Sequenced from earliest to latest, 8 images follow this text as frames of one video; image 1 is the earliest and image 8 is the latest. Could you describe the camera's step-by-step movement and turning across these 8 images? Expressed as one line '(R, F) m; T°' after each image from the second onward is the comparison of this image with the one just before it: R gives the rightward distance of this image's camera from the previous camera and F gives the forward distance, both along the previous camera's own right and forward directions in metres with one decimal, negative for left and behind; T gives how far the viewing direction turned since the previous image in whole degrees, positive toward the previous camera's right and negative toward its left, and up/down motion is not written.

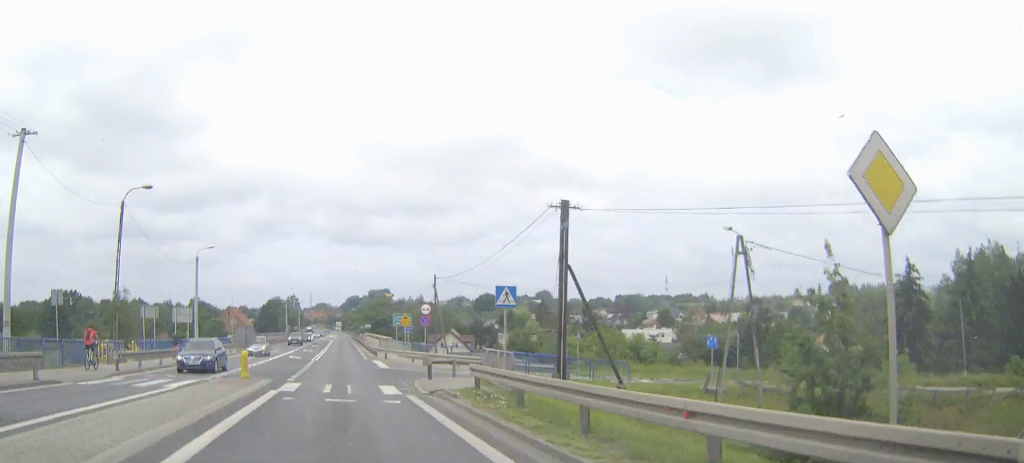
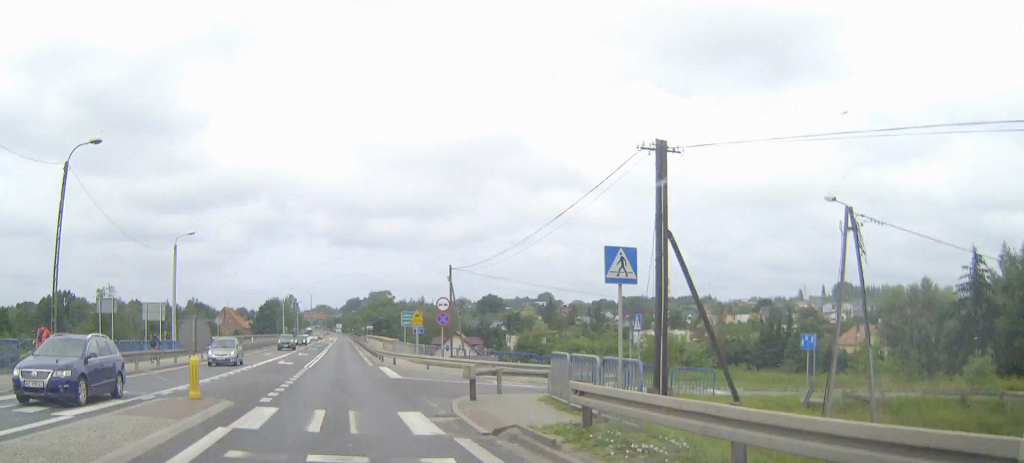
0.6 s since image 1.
(0.0, +8.4) m; 0°
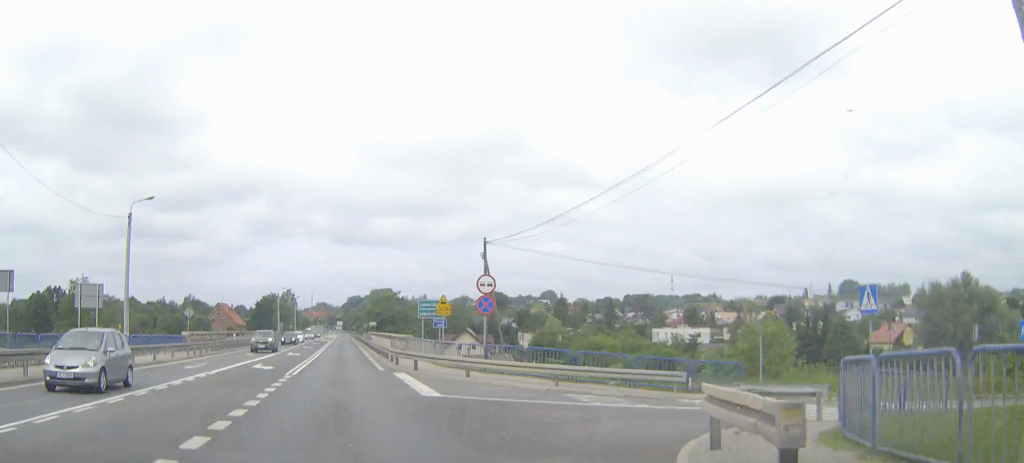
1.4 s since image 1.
(0.0, +12.6) m; 0°
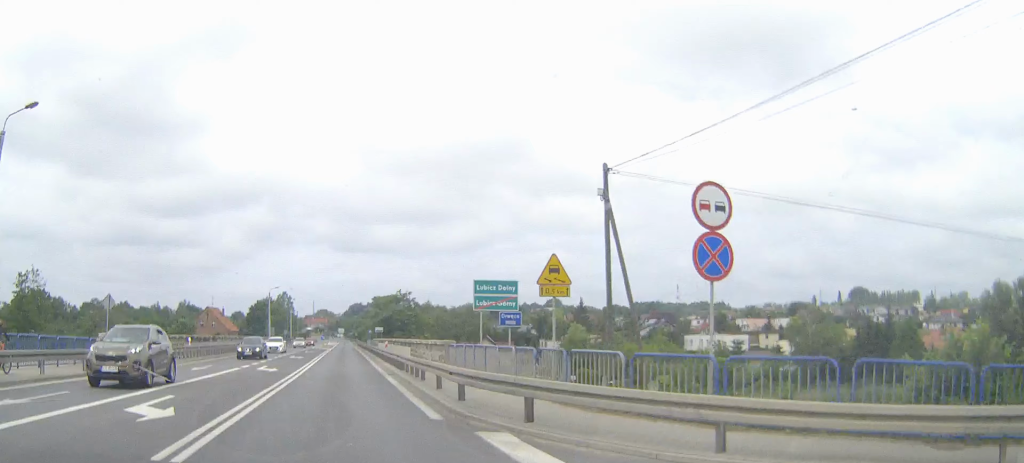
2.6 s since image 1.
(-0.1, +18.5) m; 0°
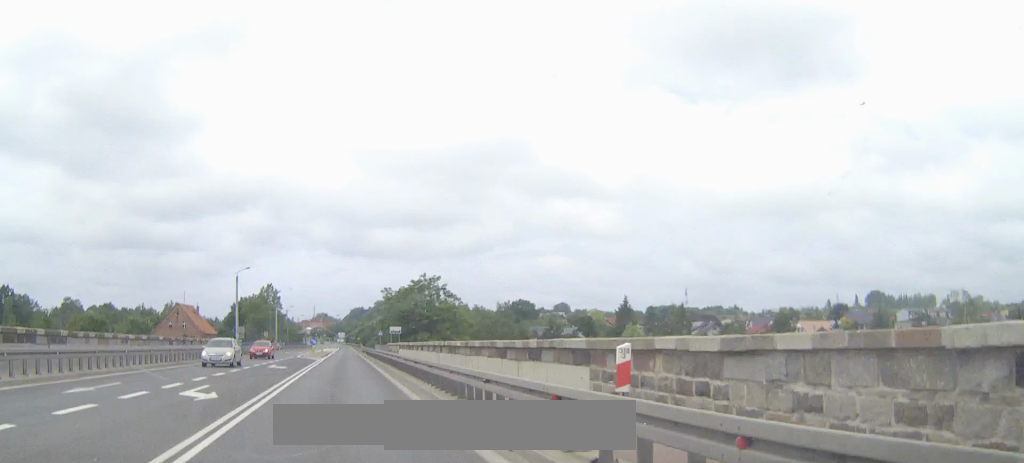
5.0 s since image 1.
(-0.1, +35.2) m; 0°
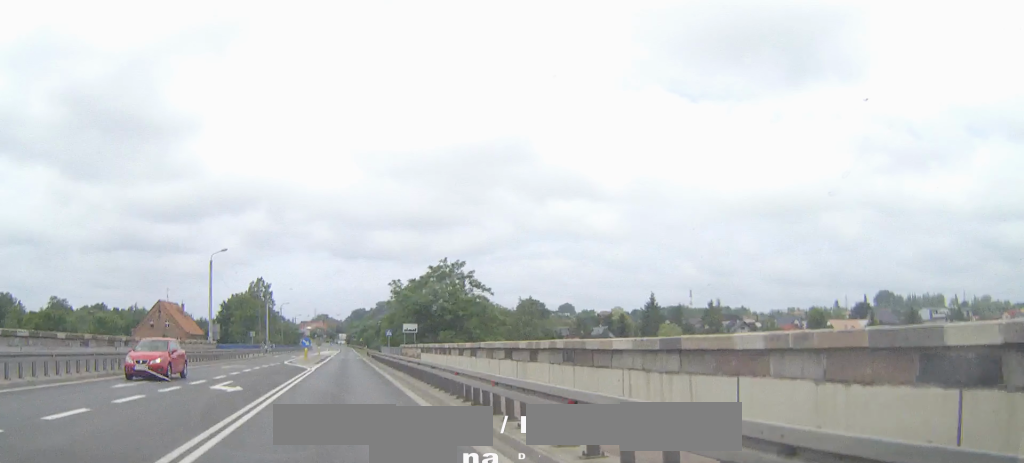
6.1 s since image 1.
(+0.1, +16.7) m; 0°
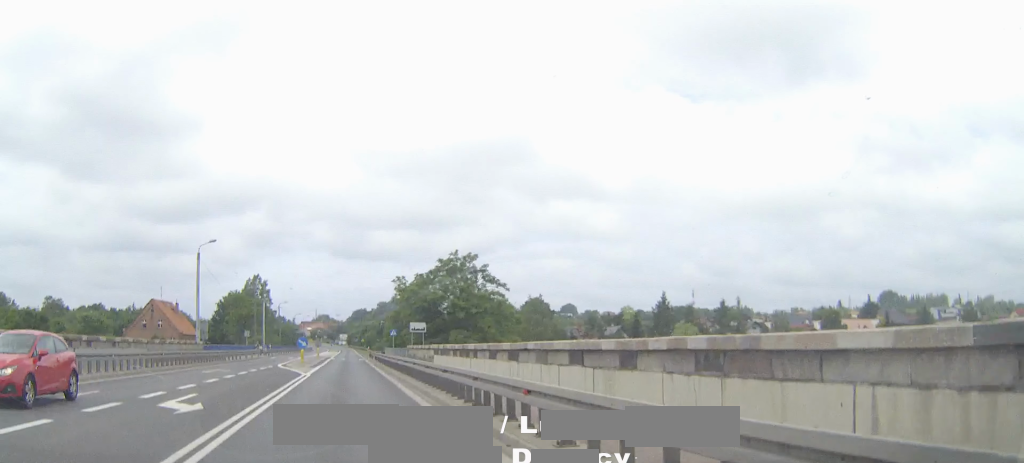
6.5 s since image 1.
(0.0, +5.9) m; 0°
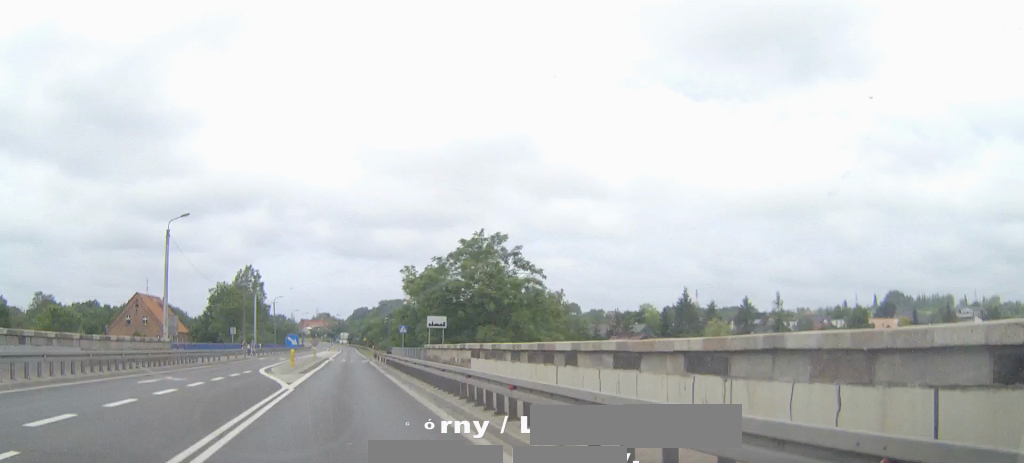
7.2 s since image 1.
(0.0, +10.6) m; 0°
